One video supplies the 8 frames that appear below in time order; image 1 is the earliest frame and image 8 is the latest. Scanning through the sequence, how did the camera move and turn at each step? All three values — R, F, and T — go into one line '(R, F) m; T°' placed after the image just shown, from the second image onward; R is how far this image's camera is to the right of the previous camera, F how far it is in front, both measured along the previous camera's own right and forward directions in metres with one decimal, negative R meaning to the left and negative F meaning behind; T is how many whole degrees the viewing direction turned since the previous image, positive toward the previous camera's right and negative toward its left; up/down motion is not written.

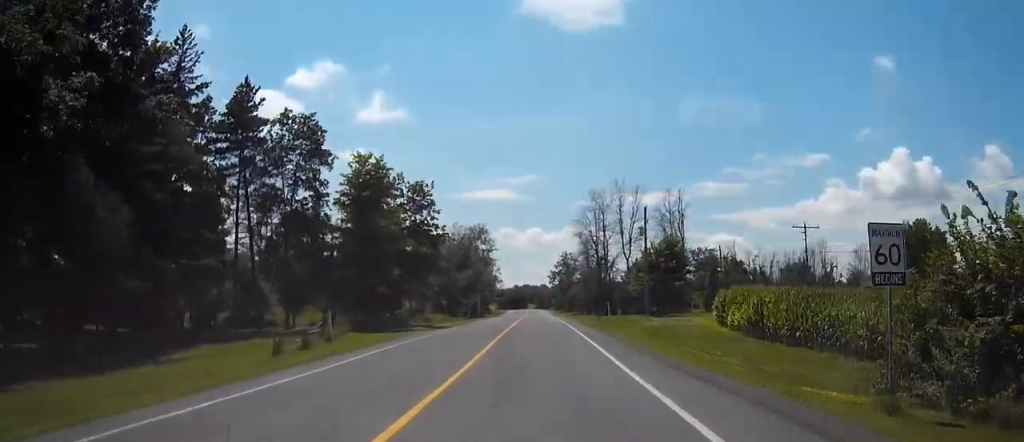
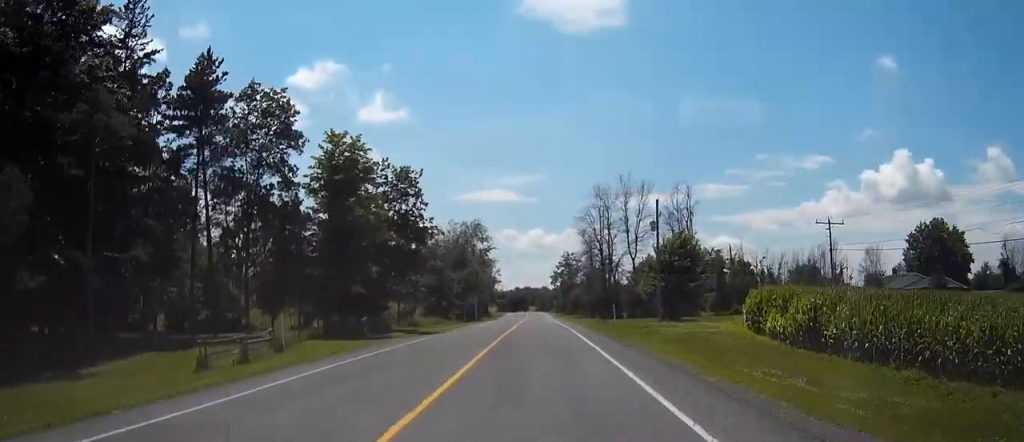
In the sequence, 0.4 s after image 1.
(0.0, +6.6) m; 0°
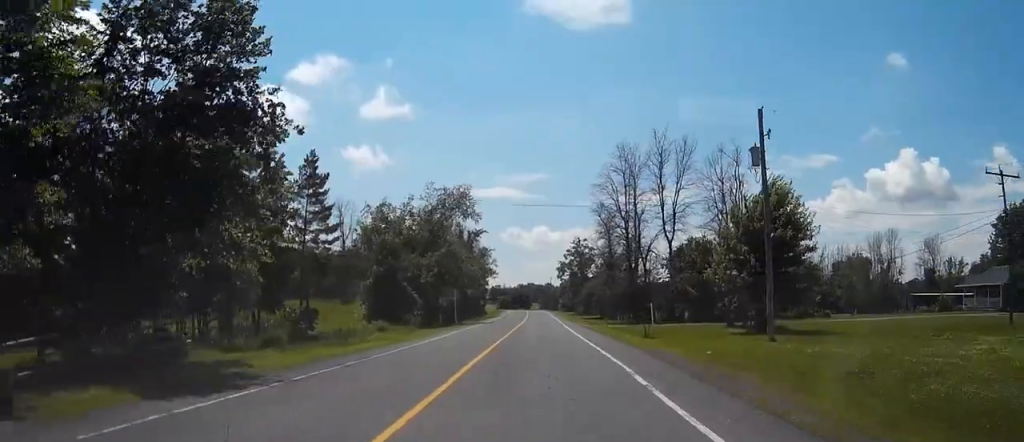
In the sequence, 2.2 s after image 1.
(0.0, +29.4) m; -1°
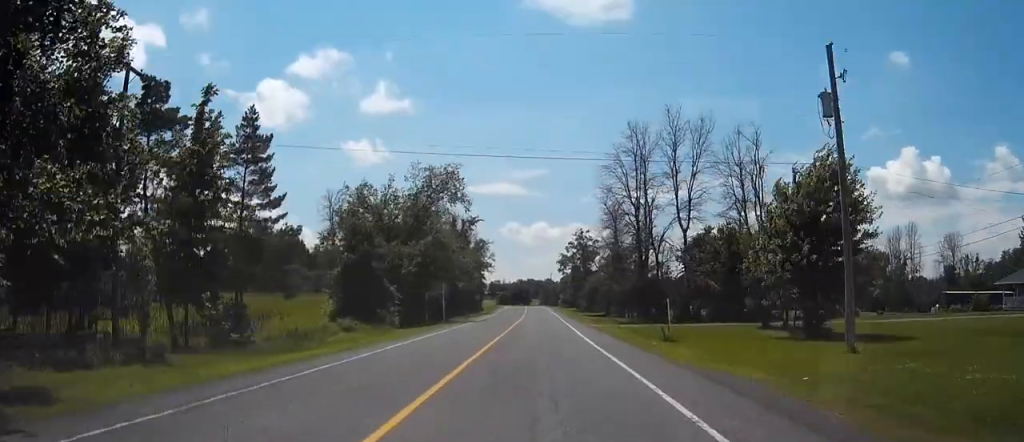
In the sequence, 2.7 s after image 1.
(-0.1, +9.0) m; 0°
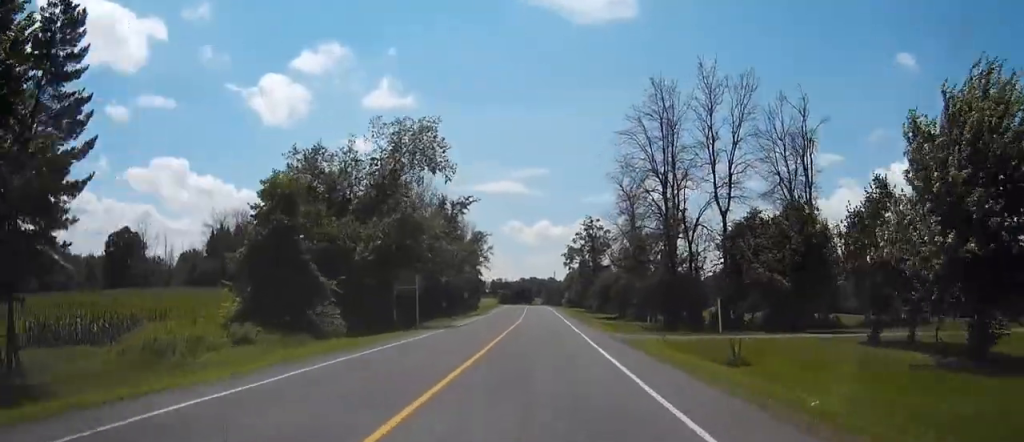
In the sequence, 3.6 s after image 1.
(-0.1, +15.9) m; 0°
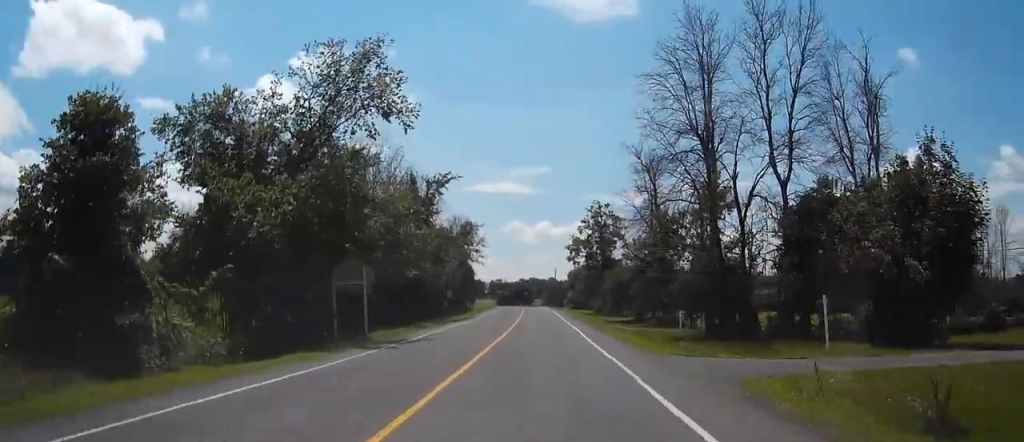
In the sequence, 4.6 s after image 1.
(0.0, +16.0) m; 0°
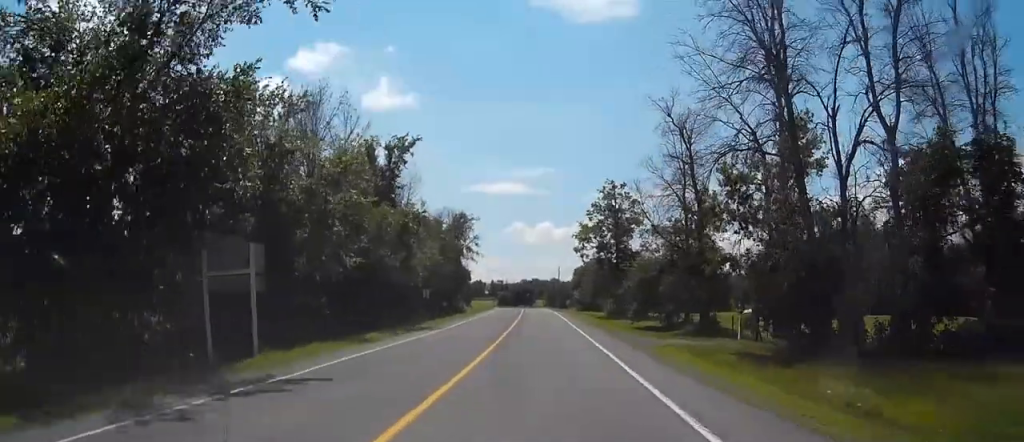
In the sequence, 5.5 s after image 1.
(0.0, +15.4) m; 0°
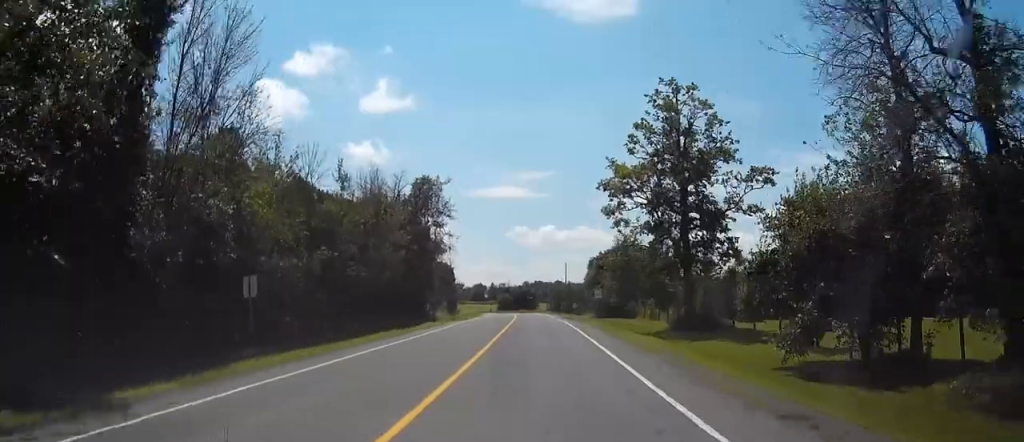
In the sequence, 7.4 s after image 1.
(-0.4, +33.7) m; -1°
